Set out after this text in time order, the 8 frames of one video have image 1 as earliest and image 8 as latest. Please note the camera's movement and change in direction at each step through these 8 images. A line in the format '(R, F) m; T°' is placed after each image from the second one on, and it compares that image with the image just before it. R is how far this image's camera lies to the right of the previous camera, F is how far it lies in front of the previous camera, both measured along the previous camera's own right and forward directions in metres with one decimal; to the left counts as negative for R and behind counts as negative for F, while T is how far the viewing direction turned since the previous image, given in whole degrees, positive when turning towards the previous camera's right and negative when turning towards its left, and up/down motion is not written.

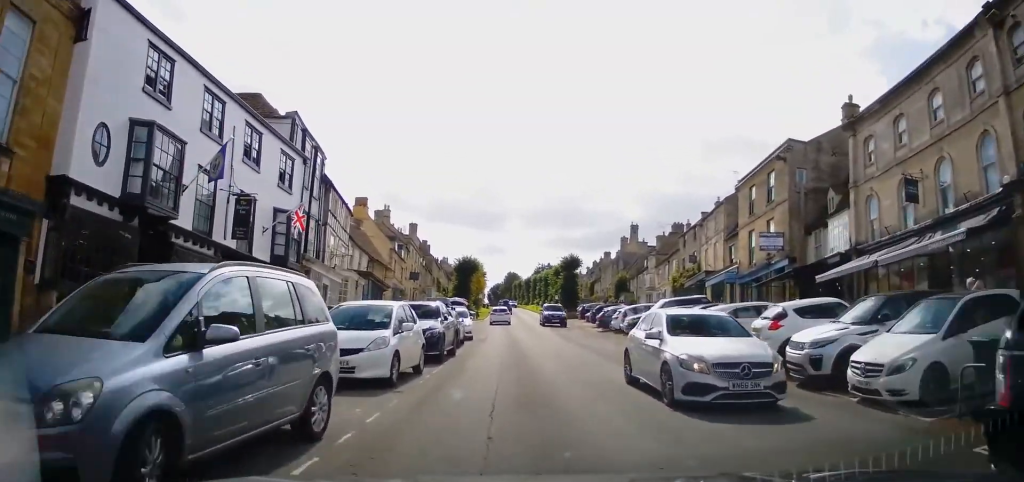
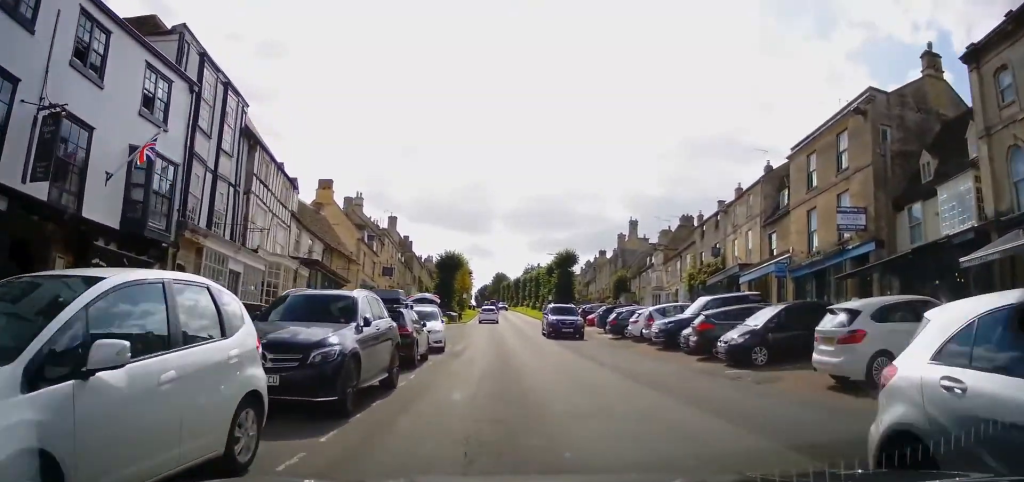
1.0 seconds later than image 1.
(+0.2, +8.8) m; -1°
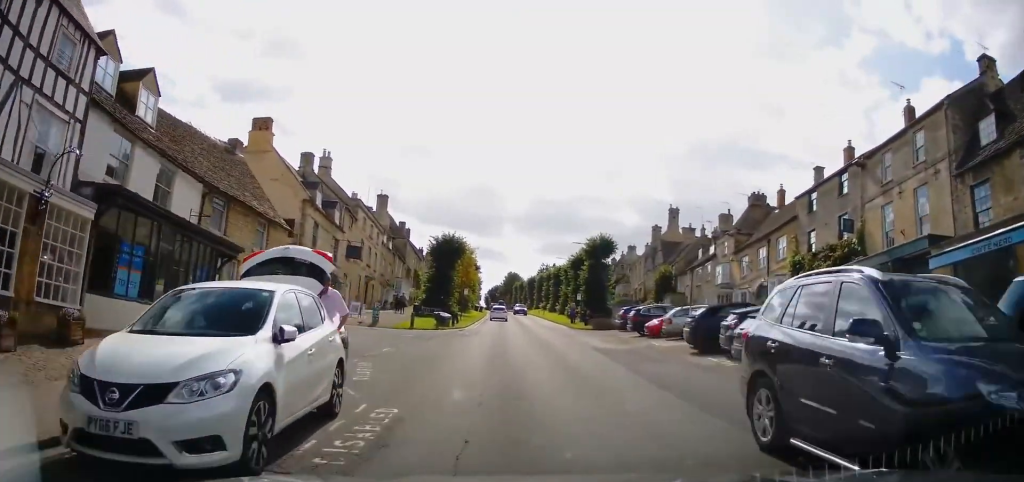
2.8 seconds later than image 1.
(-0.1, +16.4) m; +2°
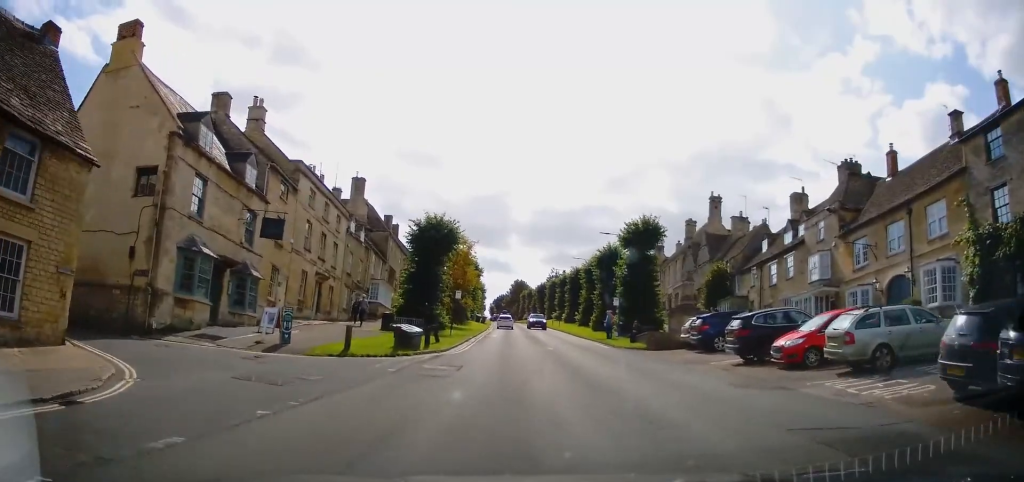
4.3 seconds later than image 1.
(-0.1, +14.1) m; -2°
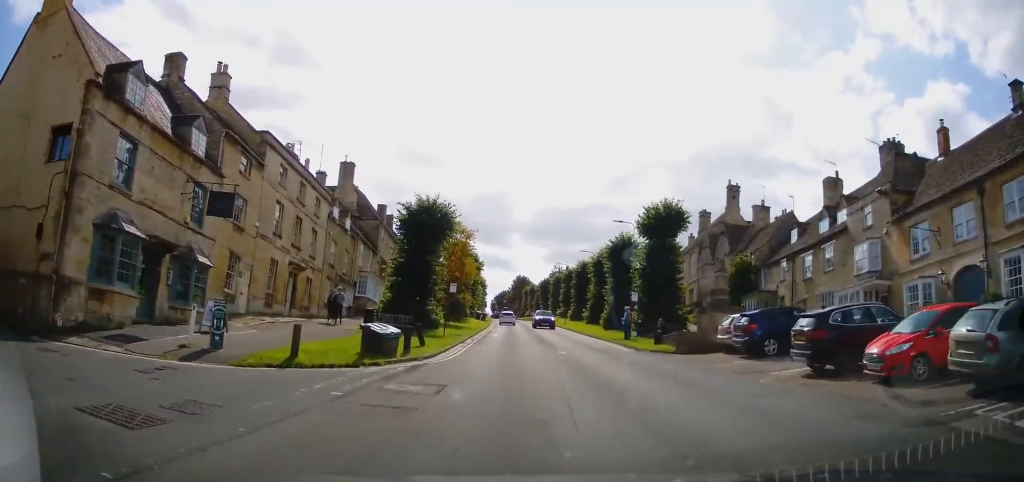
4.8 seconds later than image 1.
(-0.2, +4.5) m; 0°
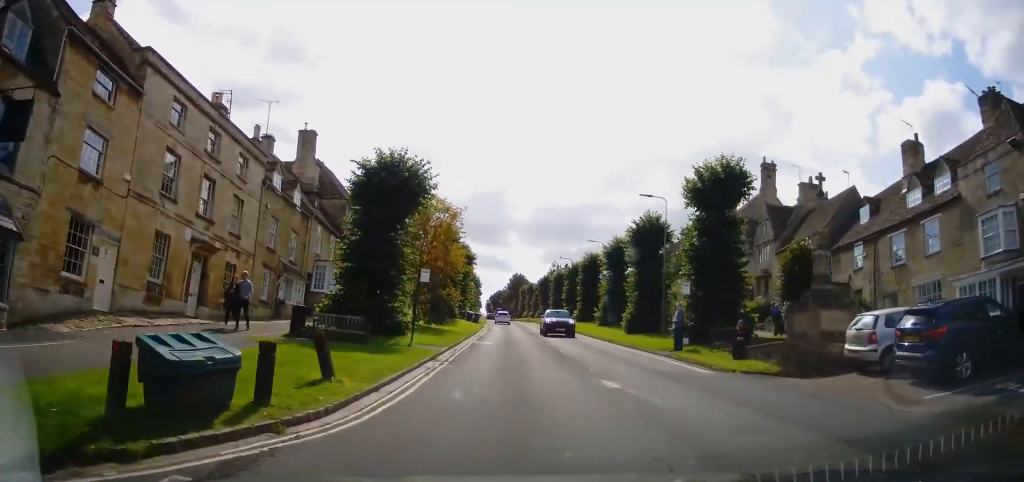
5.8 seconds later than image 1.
(+0.2, +9.9) m; +1°
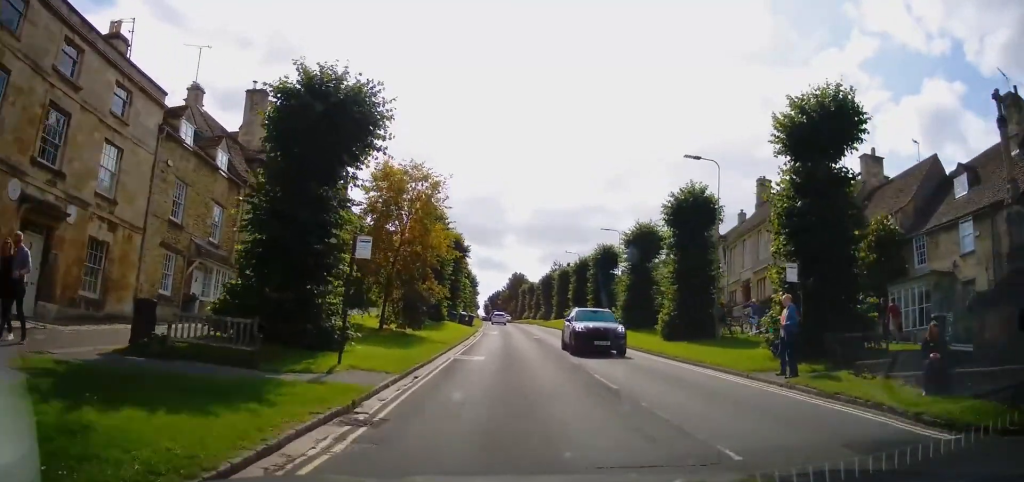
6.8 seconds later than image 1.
(-0.1, +8.9) m; -1°
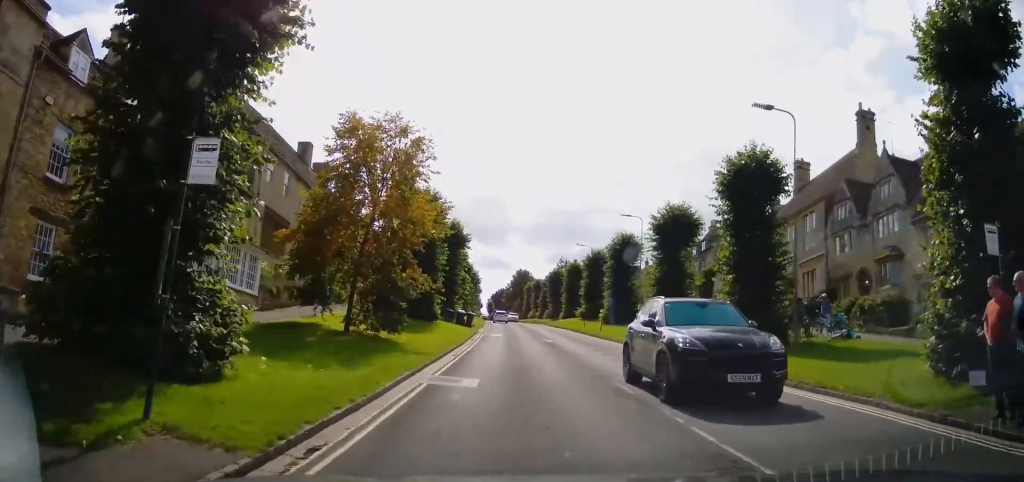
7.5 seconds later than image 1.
(-0.1, +7.1) m; 0°
